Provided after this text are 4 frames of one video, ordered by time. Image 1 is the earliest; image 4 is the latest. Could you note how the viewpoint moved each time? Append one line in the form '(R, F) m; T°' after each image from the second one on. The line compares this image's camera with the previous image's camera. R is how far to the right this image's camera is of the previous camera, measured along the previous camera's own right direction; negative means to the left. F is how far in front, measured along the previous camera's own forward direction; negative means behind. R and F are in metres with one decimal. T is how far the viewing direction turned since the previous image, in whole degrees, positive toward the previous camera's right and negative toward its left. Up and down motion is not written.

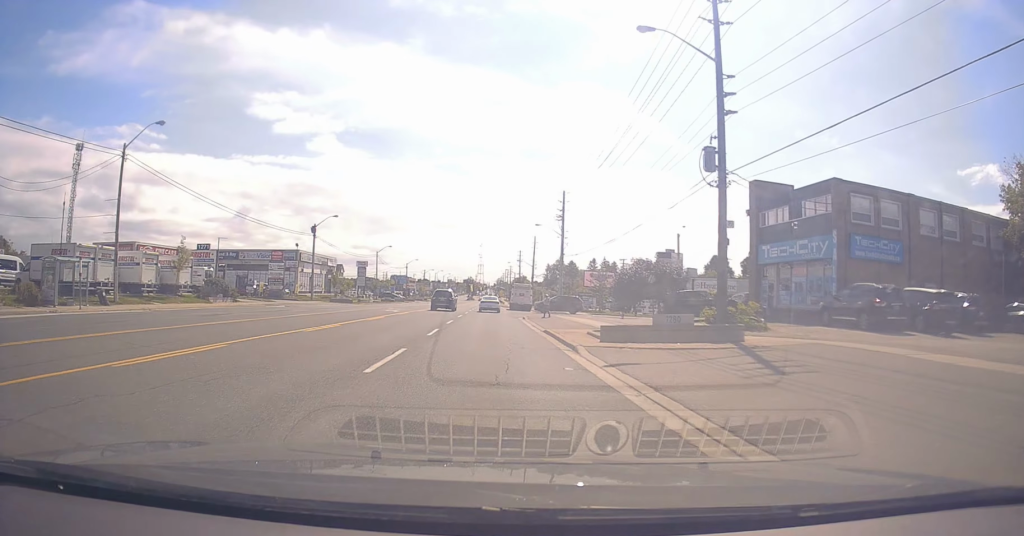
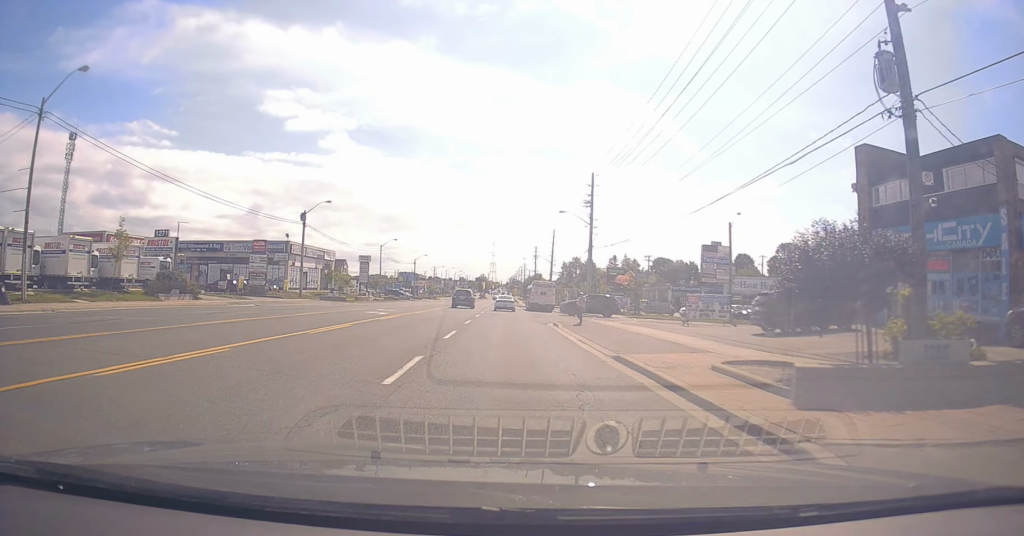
(0.0, +10.1) m; 0°
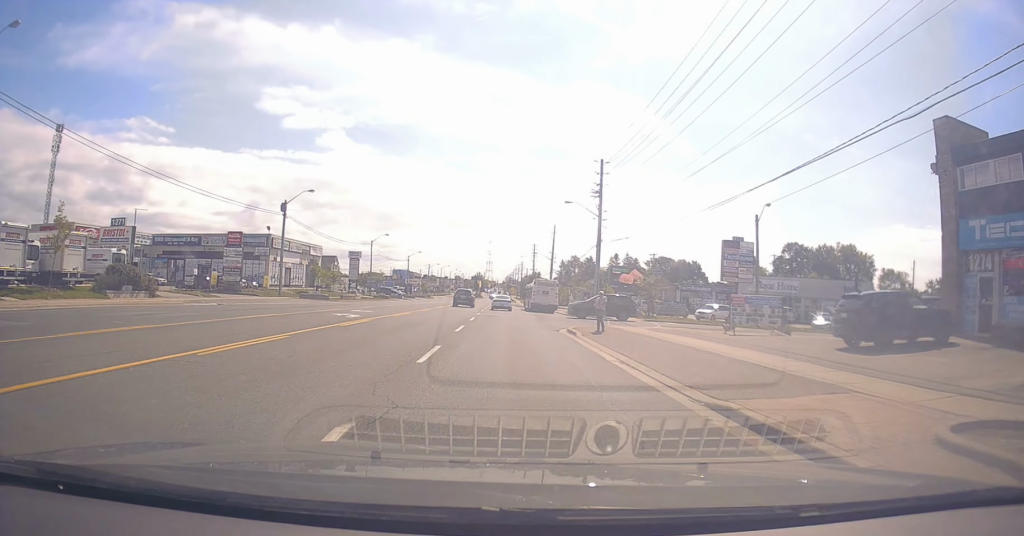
(0.0, +6.2) m; -1°
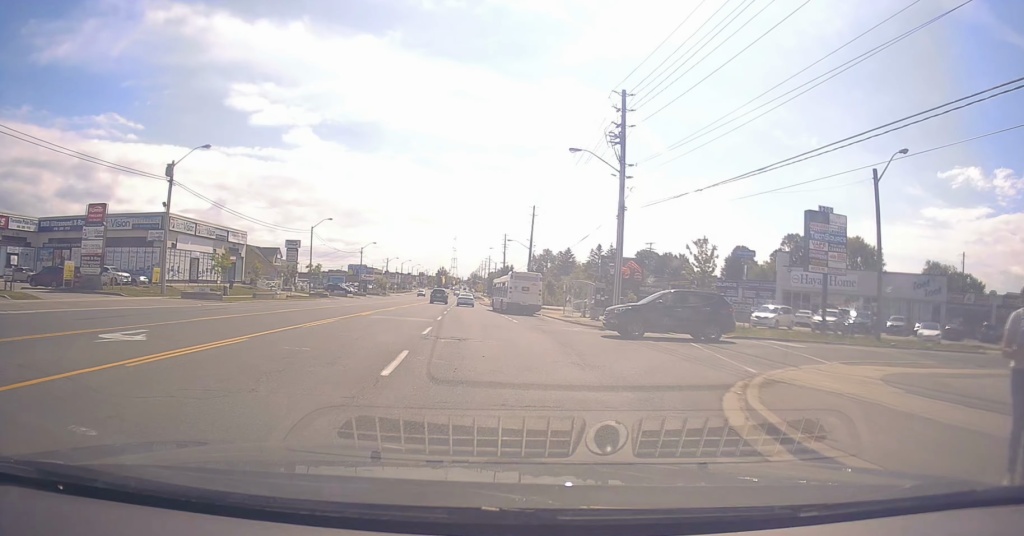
(-0.1, +19.6) m; +7°
